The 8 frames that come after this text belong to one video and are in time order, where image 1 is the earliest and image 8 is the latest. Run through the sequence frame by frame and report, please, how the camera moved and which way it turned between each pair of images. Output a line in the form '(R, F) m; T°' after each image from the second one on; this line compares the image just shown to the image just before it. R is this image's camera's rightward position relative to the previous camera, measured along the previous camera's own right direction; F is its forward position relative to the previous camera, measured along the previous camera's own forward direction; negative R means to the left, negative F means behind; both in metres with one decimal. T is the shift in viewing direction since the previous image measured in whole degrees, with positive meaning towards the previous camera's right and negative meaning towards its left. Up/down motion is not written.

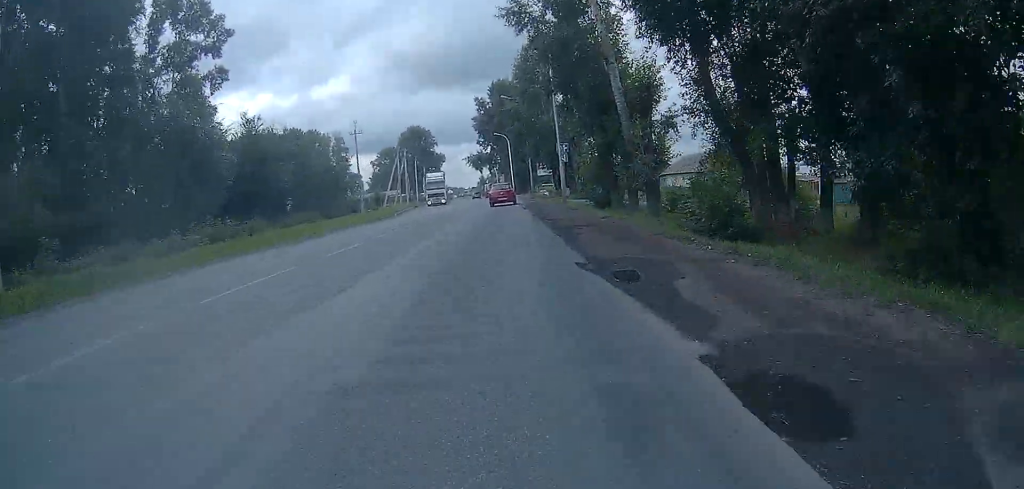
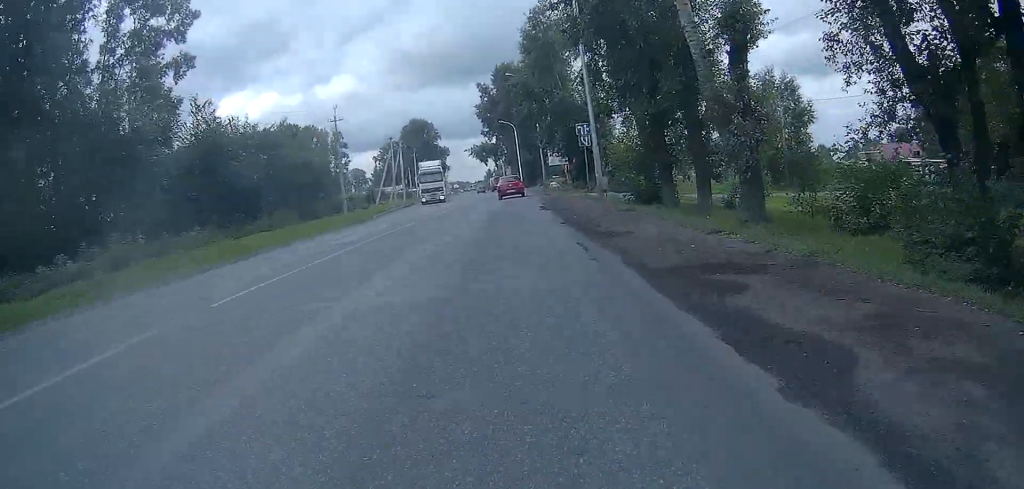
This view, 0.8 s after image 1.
(0.0, +10.2) m; 0°
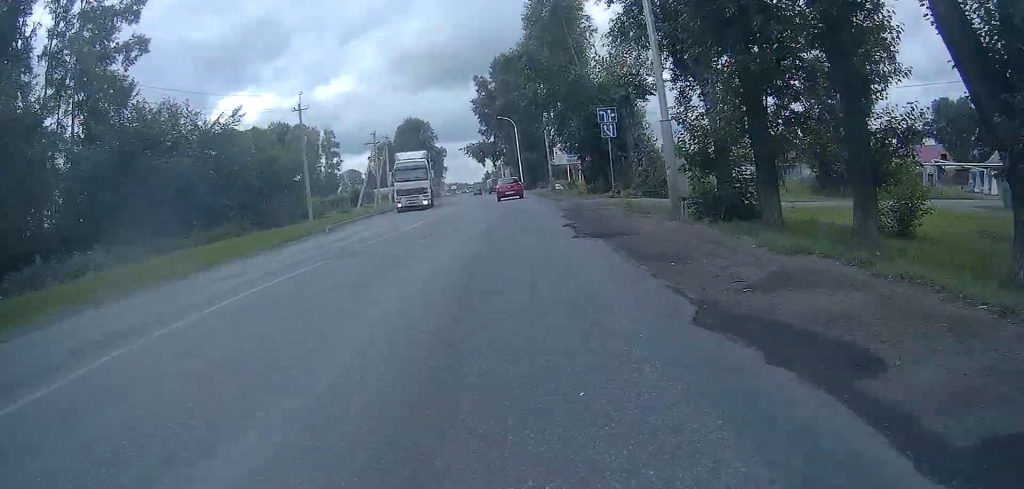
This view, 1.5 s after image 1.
(0.0, +10.1) m; -1°
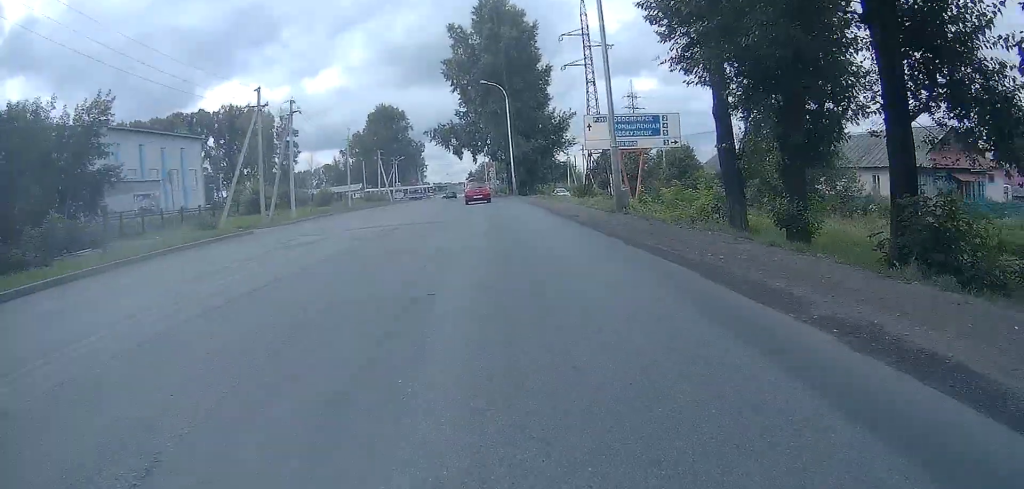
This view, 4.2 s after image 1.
(-0.6, +33.4) m; -1°
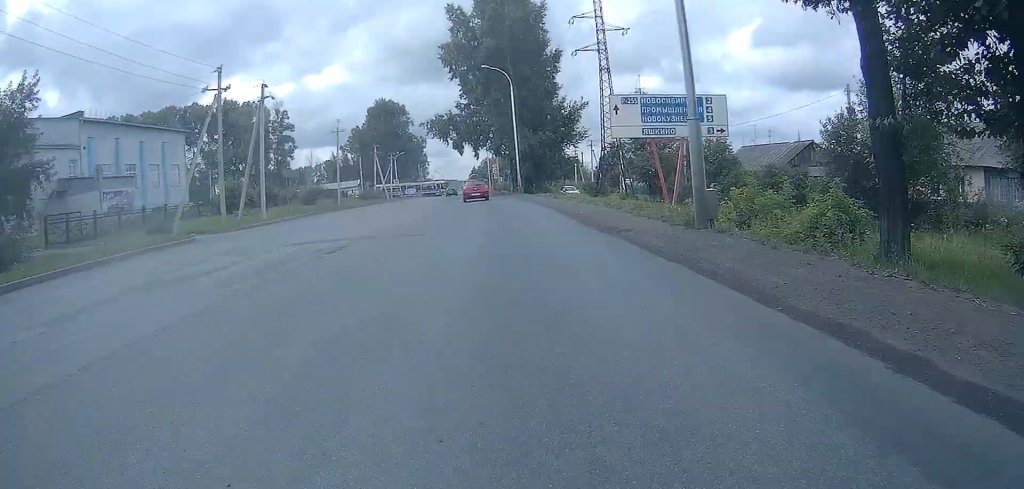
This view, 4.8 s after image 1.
(0.0, +7.3) m; 0°
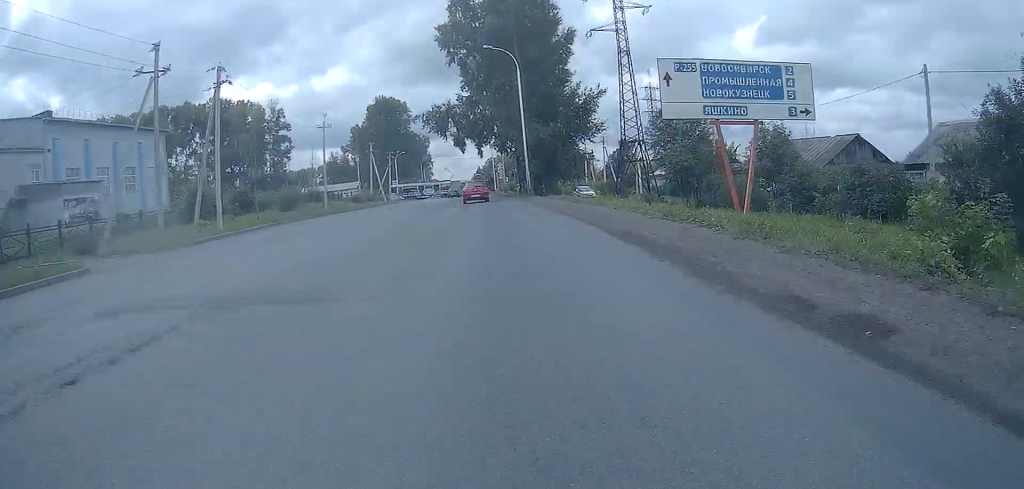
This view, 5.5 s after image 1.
(0.0, +8.4) m; -1°
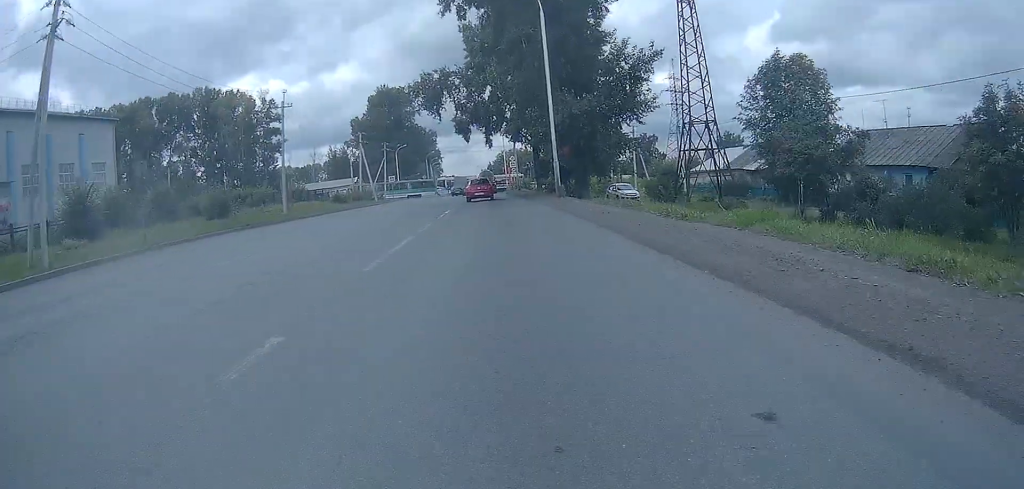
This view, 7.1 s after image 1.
(-0.4, +17.9) m; -2°
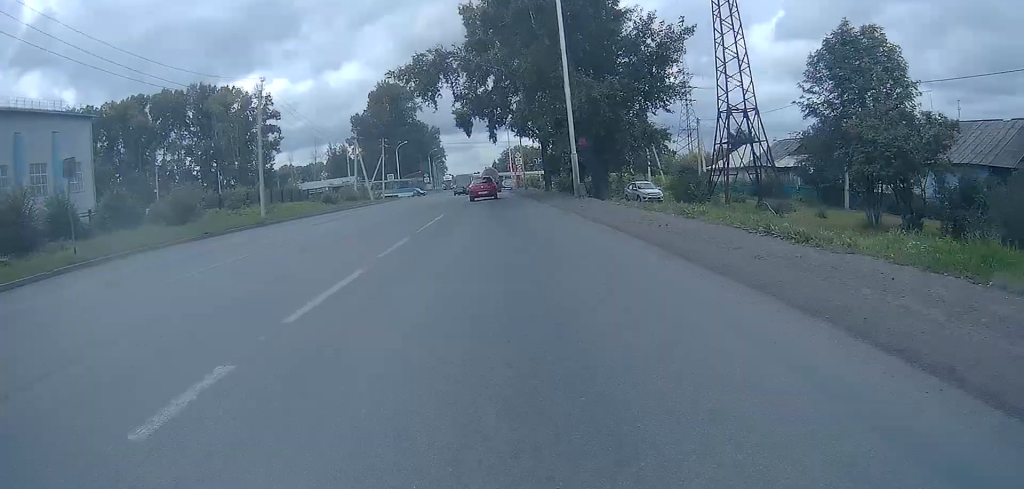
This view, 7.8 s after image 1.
(0.0, +6.6) m; 0°
